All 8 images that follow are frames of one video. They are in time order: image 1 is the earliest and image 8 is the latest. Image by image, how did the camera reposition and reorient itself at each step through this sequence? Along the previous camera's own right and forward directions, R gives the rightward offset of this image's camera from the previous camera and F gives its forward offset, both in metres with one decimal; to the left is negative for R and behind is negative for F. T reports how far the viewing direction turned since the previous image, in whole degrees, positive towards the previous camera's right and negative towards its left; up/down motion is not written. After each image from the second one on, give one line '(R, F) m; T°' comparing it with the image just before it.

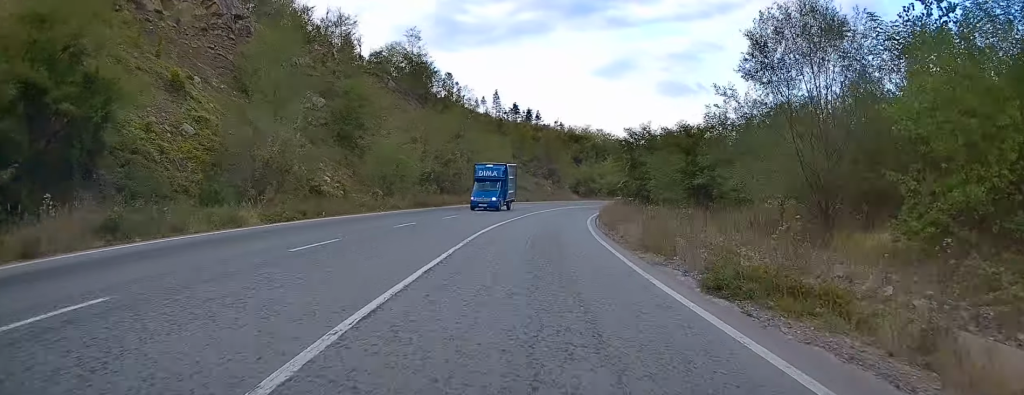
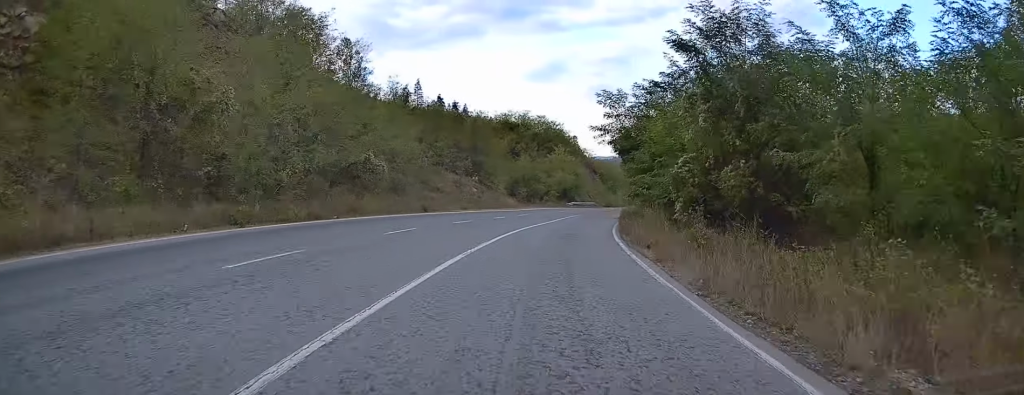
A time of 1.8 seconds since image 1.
(+0.7, +39.1) m; +4°
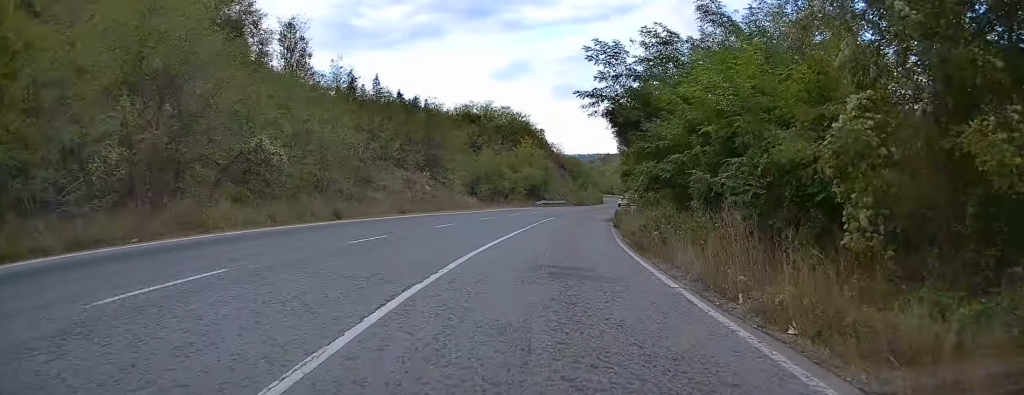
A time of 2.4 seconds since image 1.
(+0.6, +12.2) m; +3°
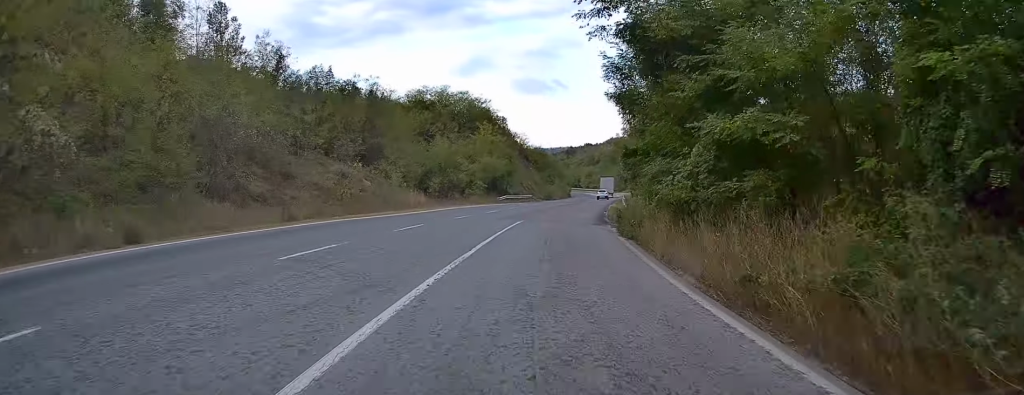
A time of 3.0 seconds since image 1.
(+0.3, +12.9) m; +3°
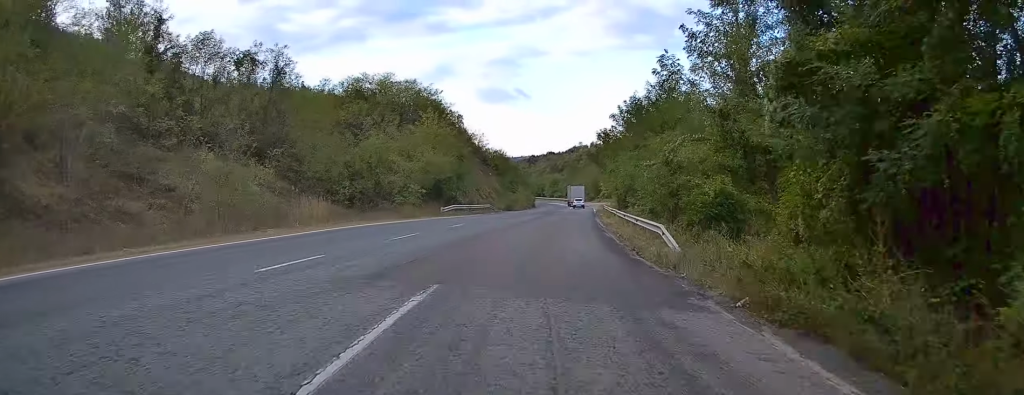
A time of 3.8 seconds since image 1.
(+0.4, +18.5) m; +4°
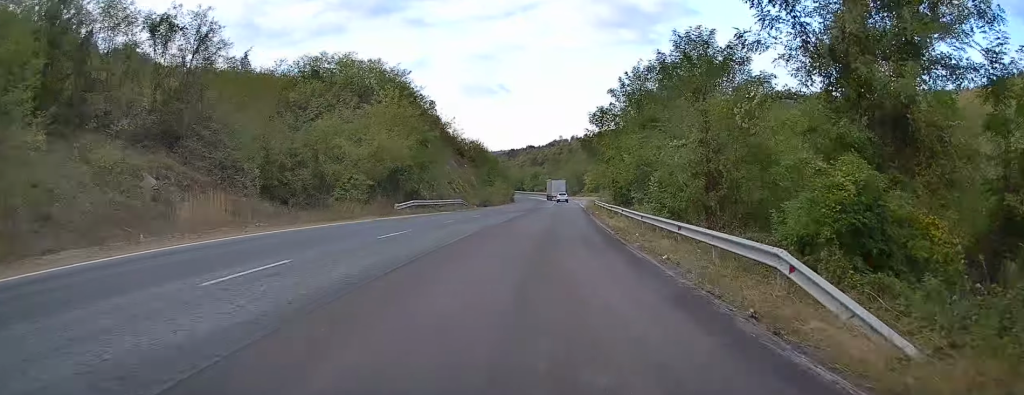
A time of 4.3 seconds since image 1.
(+0.4, +10.7) m; +2°
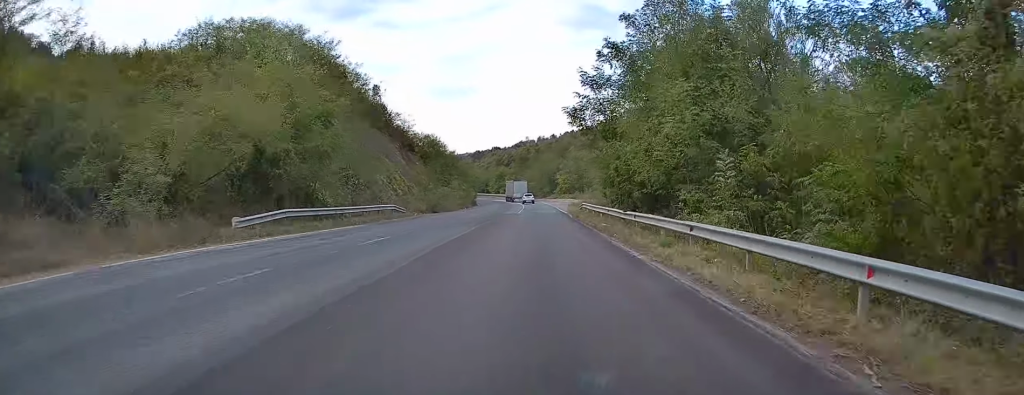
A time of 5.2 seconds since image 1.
(+0.6, +18.6) m; +3°
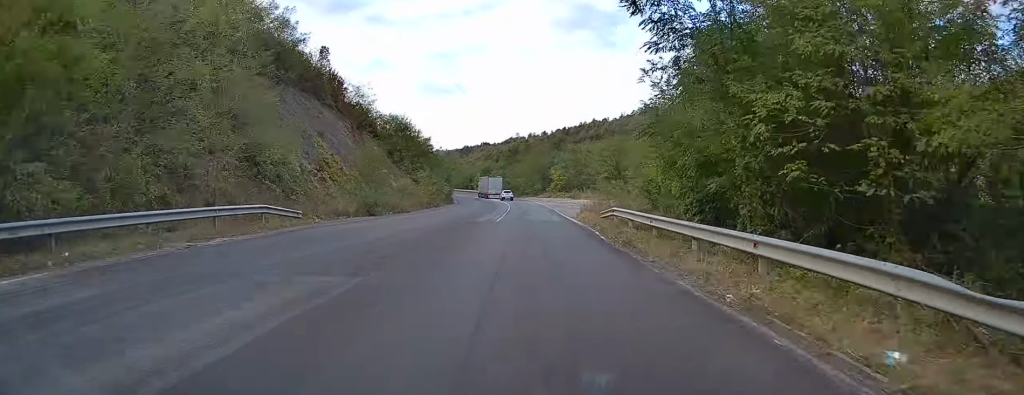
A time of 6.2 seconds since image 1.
(+0.4, +20.7) m; +2°
